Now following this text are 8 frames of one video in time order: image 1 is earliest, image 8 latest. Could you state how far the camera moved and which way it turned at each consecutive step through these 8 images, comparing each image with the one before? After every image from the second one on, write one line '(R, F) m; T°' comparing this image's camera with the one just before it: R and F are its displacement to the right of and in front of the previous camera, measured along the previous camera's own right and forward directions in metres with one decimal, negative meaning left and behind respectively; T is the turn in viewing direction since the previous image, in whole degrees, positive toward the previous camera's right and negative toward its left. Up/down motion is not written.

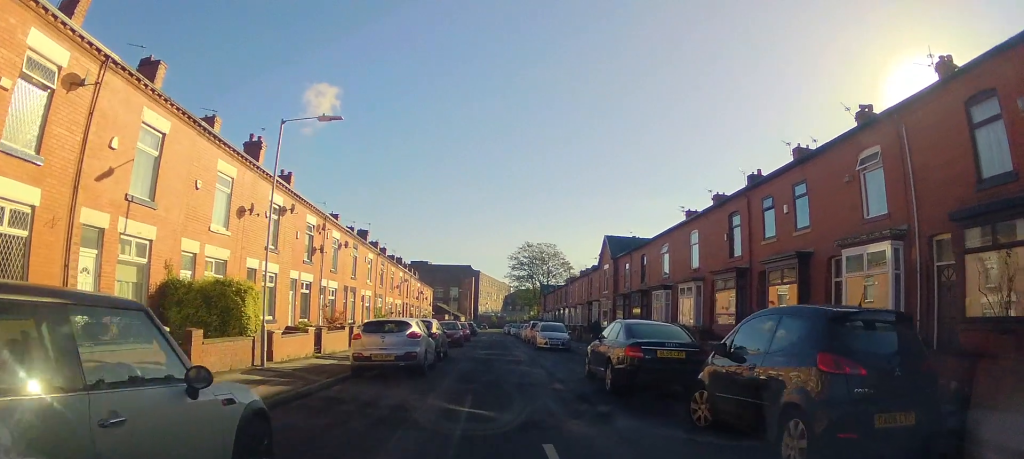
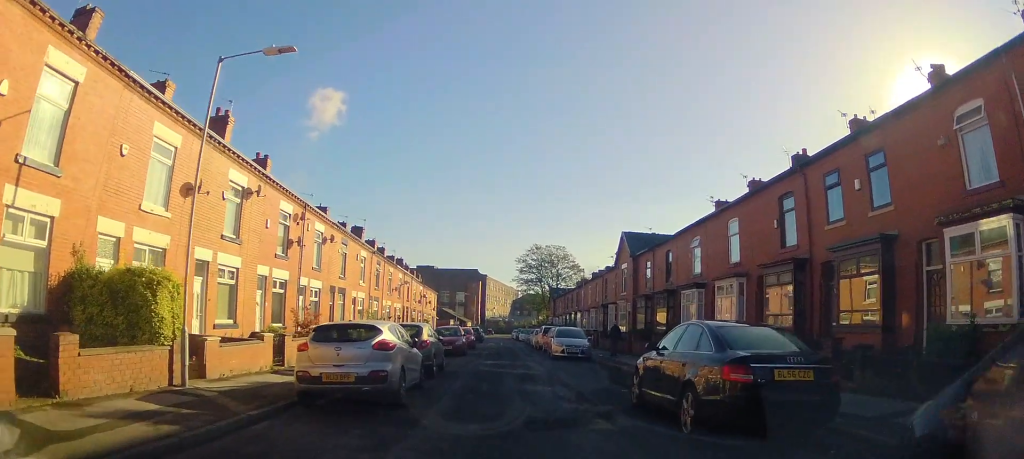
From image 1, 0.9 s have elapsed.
(0.0, +4.1) m; +1°
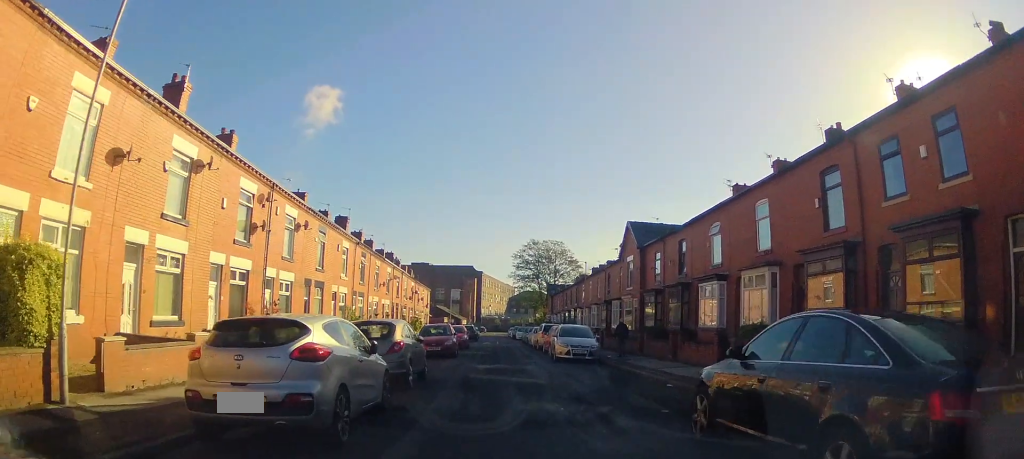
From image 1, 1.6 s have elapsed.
(0.0, +3.2) m; +1°
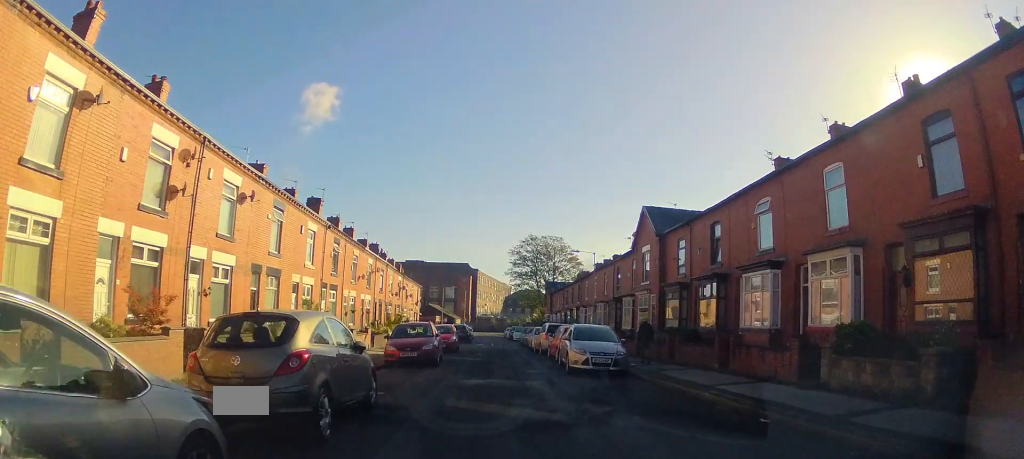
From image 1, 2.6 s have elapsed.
(+0.1, +5.4) m; +1°
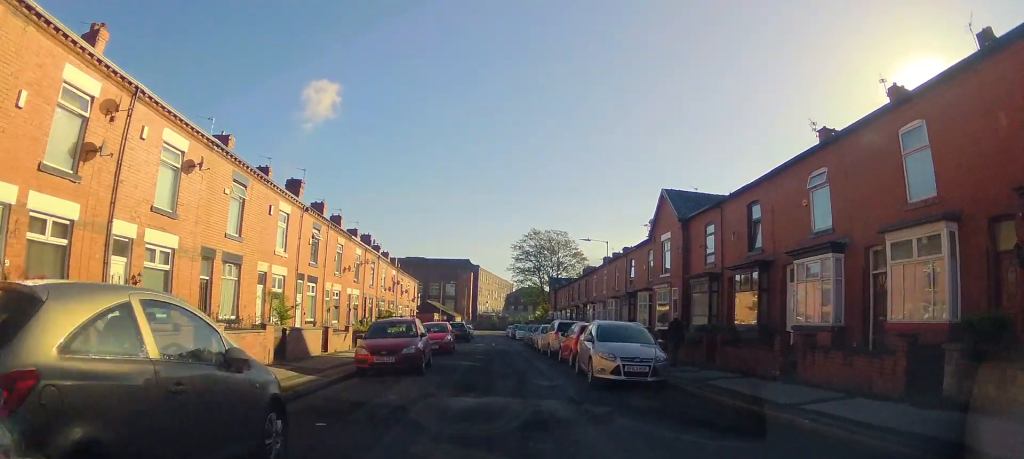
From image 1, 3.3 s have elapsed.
(0.0, +3.9) m; 0°
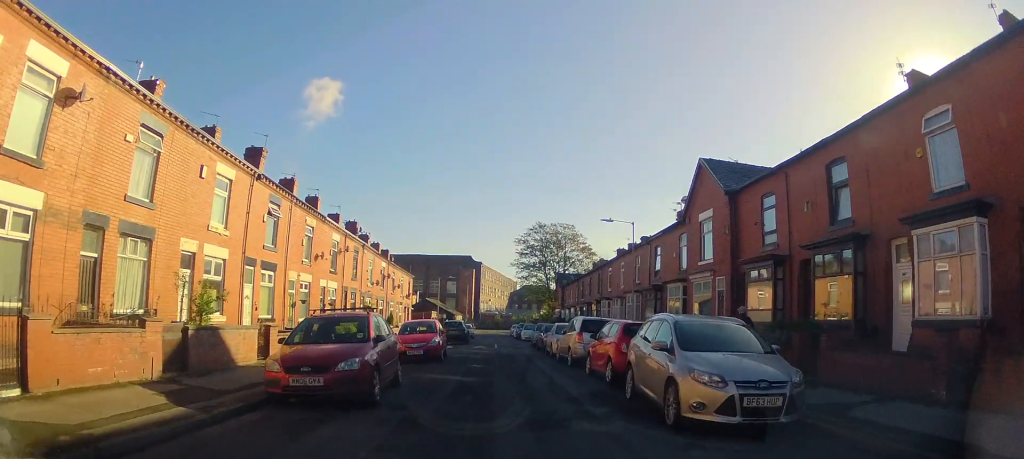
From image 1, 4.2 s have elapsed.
(0.0, +5.6) m; 0°
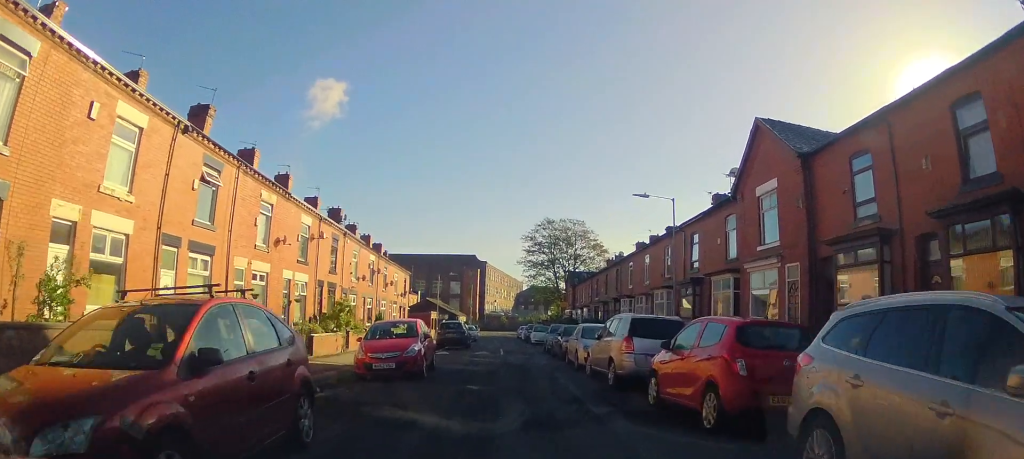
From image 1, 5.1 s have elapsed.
(0.0, +5.6) m; 0°
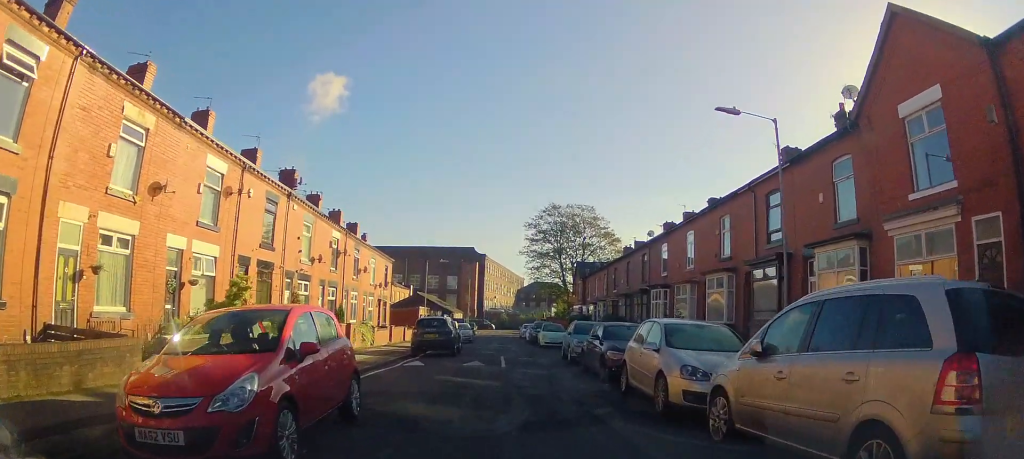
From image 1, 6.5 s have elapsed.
(0.0, +8.6) m; -1°
